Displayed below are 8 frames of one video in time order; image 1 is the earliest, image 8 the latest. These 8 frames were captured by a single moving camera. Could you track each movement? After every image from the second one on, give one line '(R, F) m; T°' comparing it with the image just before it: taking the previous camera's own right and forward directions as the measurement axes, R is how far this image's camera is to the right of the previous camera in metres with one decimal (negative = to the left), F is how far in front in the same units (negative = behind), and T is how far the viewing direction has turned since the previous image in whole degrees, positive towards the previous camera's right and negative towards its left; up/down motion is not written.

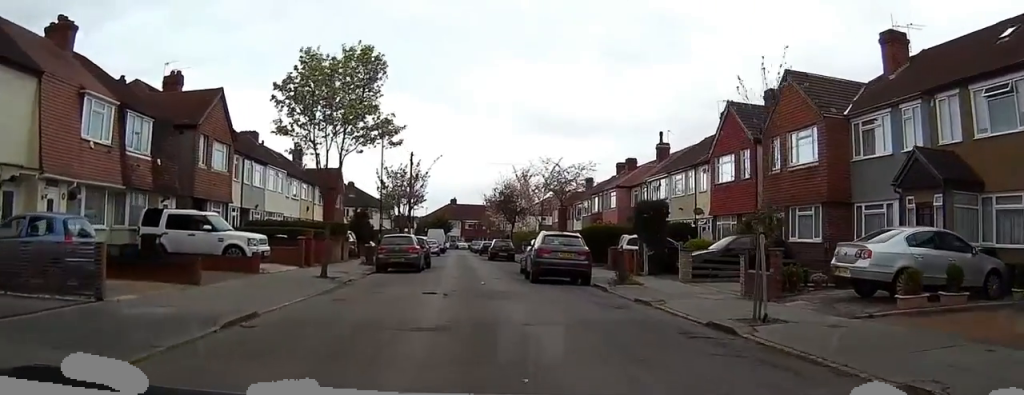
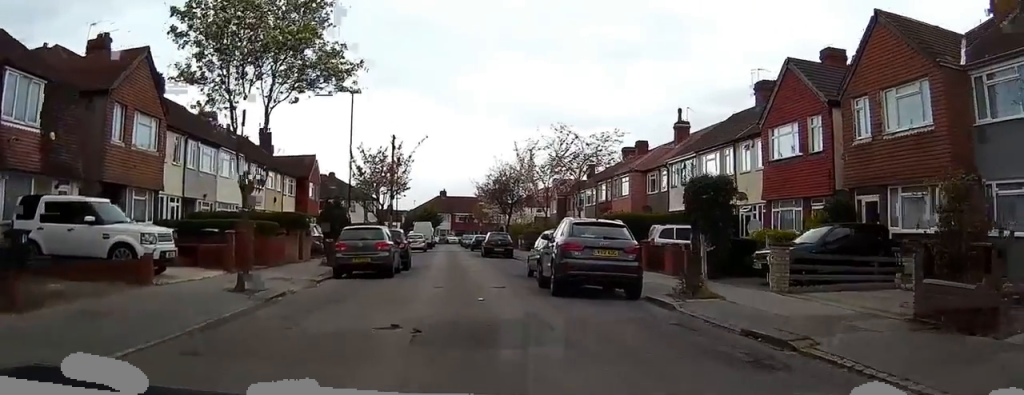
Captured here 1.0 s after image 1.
(0.0, +7.5) m; -3°
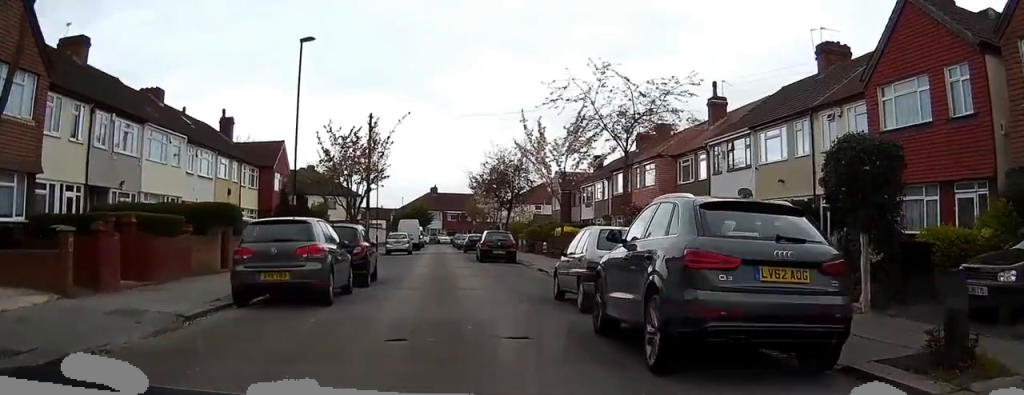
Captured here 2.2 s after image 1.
(-0.4, +8.1) m; 0°
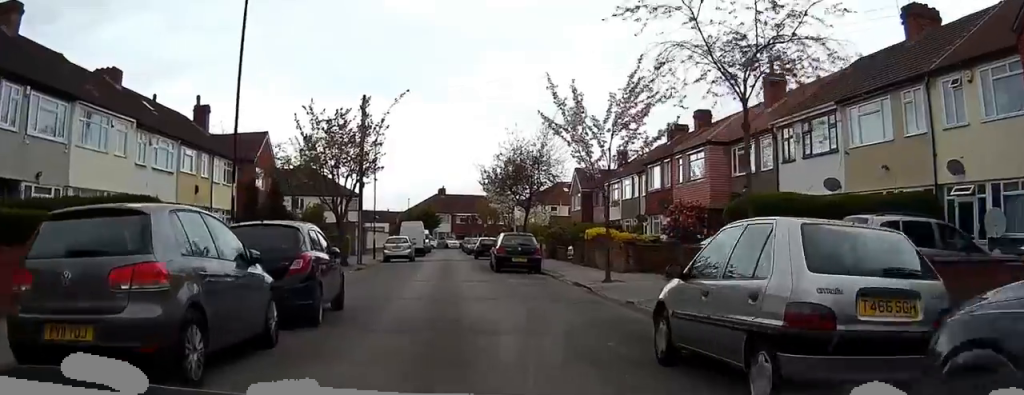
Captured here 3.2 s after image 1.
(+0.3, +6.7) m; +2°
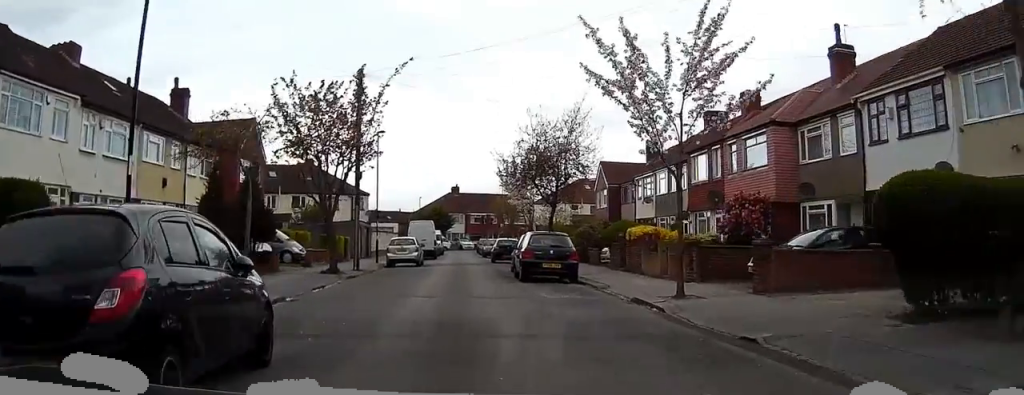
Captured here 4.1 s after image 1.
(-0.1, +5.8) m; -1°
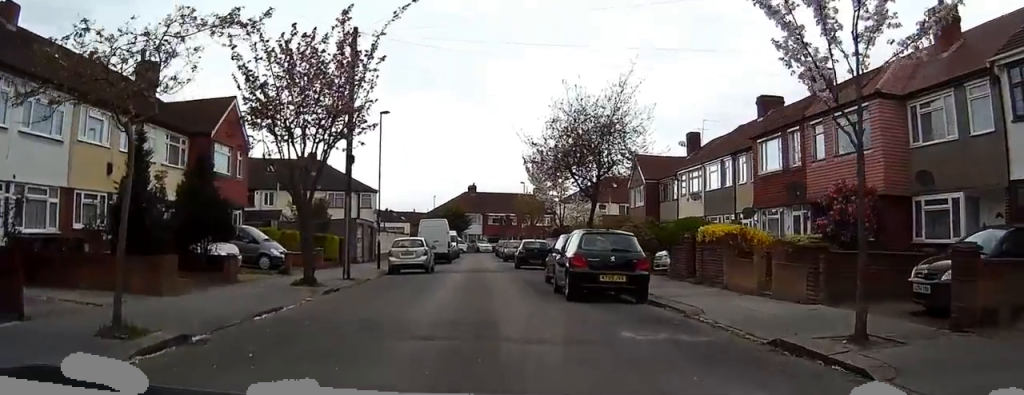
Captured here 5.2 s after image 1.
(0.0, +6.5) m; +2°
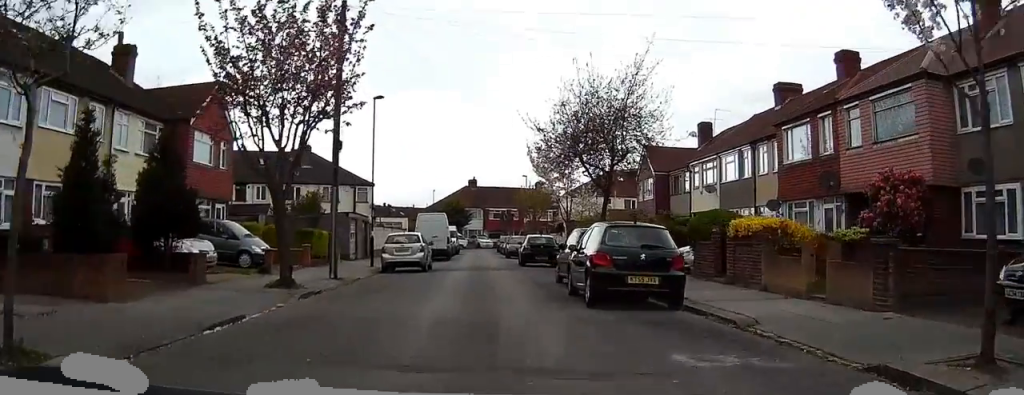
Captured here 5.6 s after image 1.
(+0.2, +2.4) m; -1°
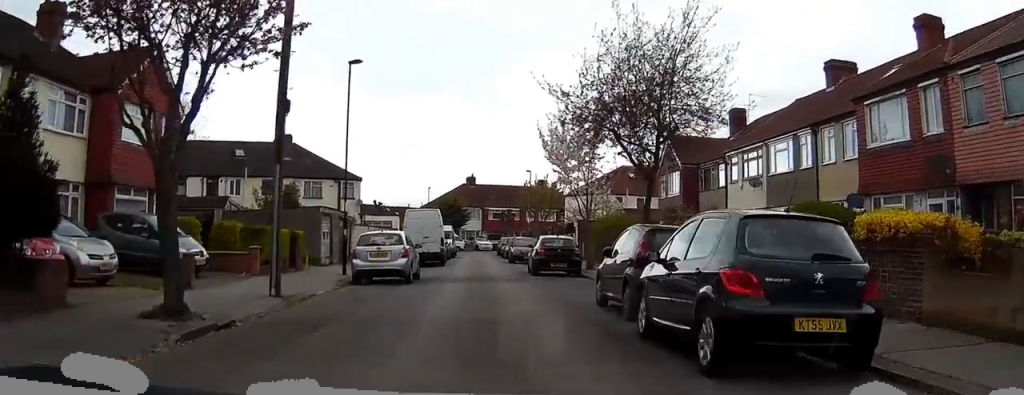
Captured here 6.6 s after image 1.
(-0.2, +6.4) m; -2°
